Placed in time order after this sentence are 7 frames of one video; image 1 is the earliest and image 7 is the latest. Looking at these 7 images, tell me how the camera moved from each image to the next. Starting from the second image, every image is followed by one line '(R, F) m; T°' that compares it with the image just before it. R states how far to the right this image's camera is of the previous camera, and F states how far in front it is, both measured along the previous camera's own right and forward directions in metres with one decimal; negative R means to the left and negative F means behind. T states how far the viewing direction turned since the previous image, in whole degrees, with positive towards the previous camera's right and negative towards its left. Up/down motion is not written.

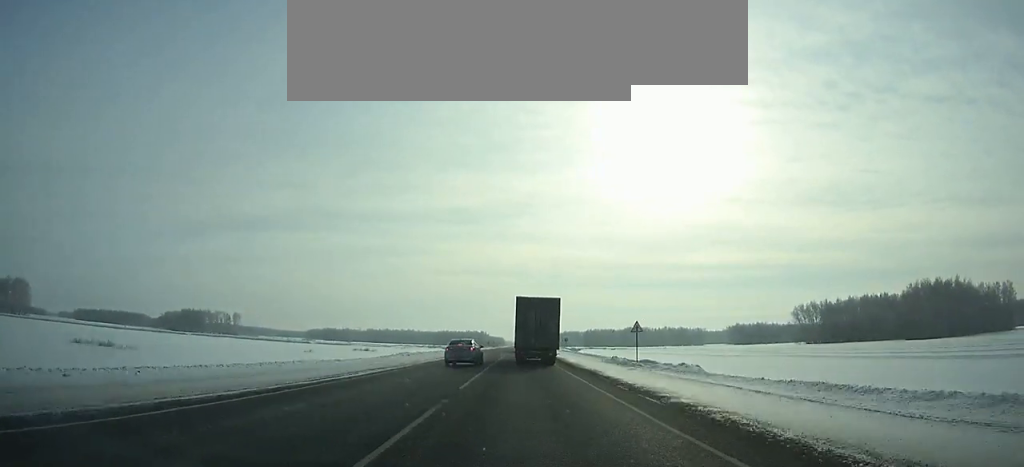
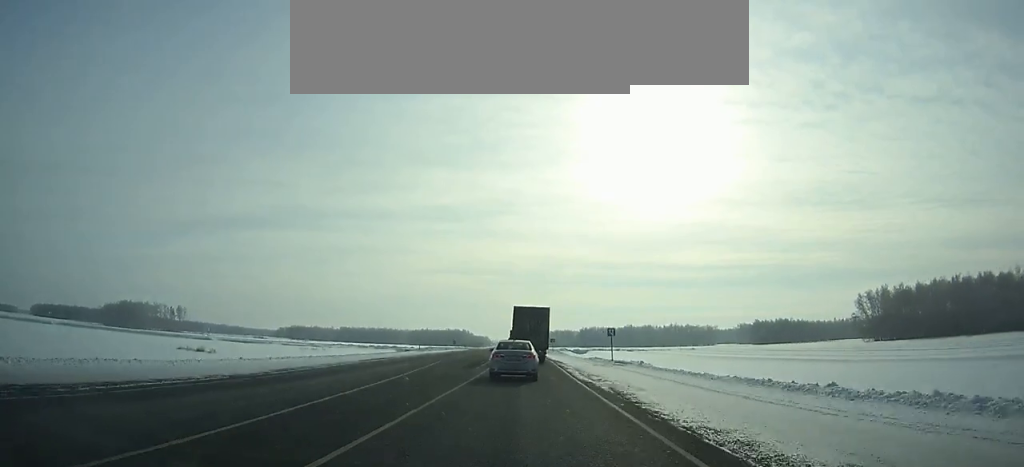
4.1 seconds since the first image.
(+0.8, +76.2) m; 0°
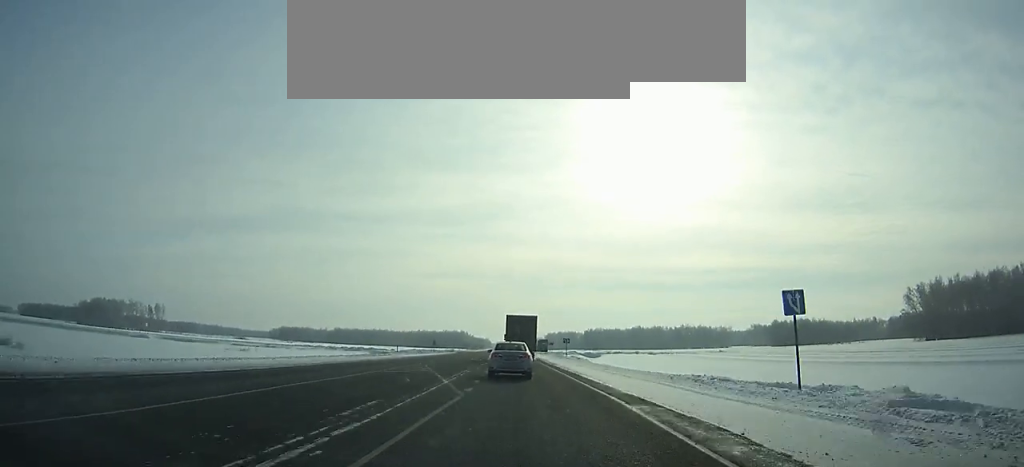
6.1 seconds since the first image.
(-0.3, +35.7) m; -1°
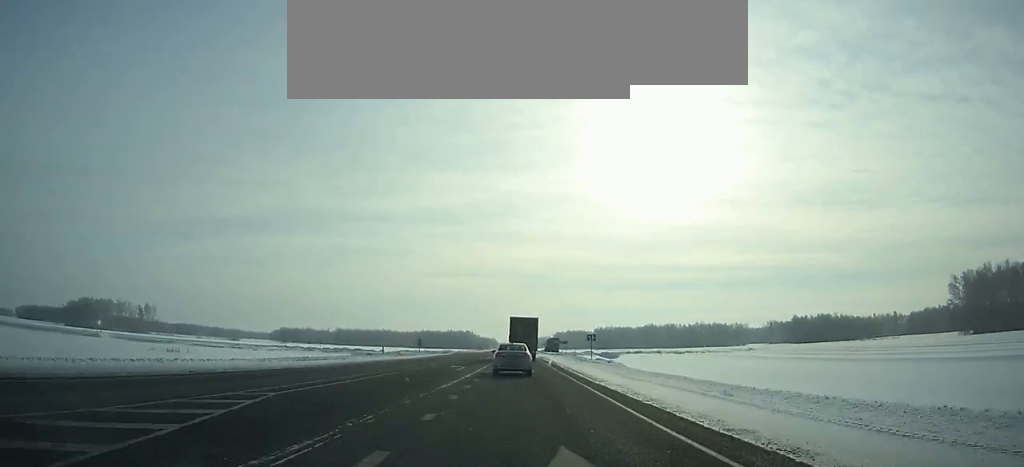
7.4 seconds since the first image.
(-0.2, +23.1) m; 0°
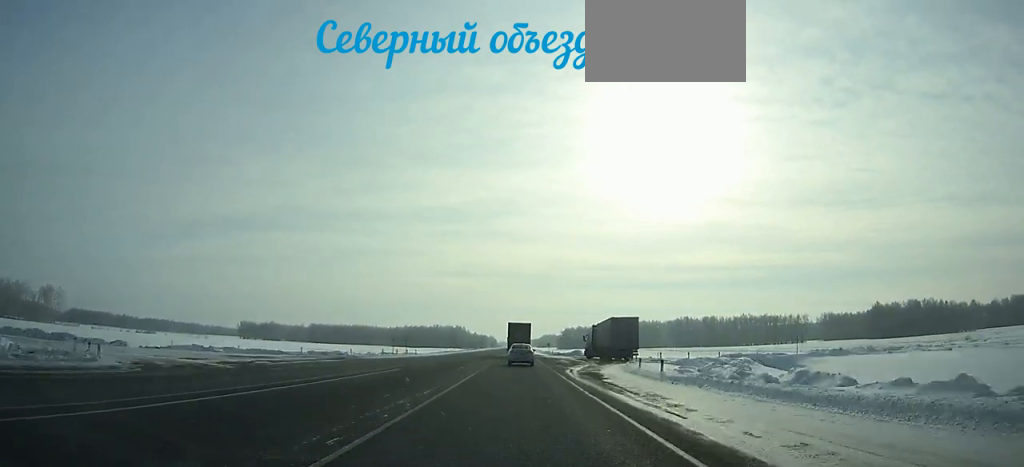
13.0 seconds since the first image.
(+0.1, +106.8) m; 0°
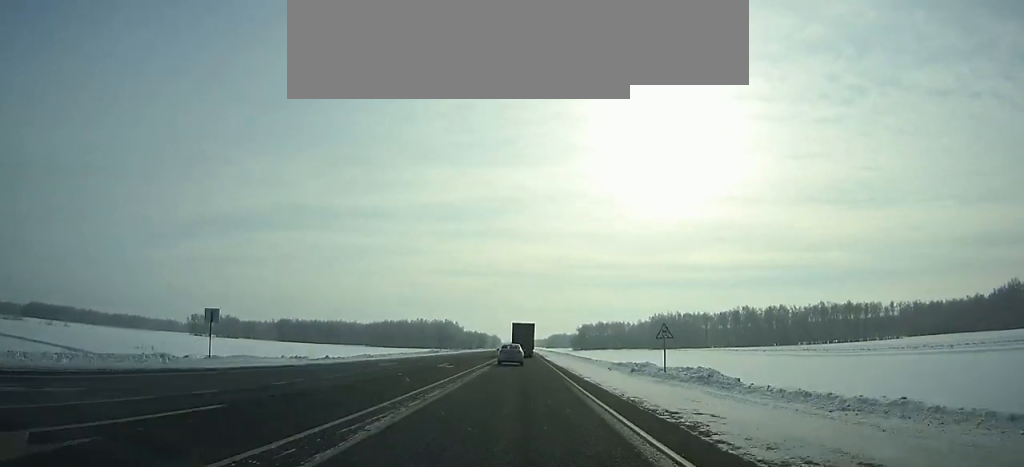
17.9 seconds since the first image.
(0.0, +103.8) m; 0°
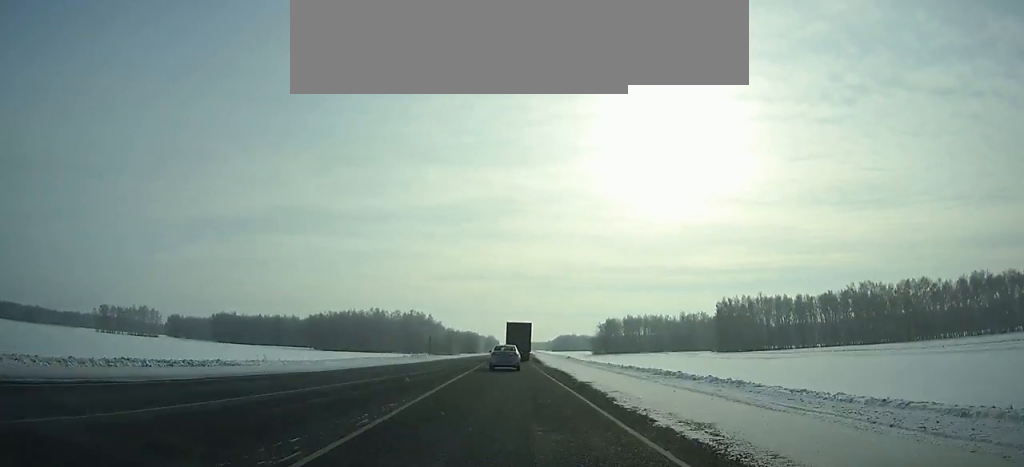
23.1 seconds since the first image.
(-0.1, +116.1) m; 0°
